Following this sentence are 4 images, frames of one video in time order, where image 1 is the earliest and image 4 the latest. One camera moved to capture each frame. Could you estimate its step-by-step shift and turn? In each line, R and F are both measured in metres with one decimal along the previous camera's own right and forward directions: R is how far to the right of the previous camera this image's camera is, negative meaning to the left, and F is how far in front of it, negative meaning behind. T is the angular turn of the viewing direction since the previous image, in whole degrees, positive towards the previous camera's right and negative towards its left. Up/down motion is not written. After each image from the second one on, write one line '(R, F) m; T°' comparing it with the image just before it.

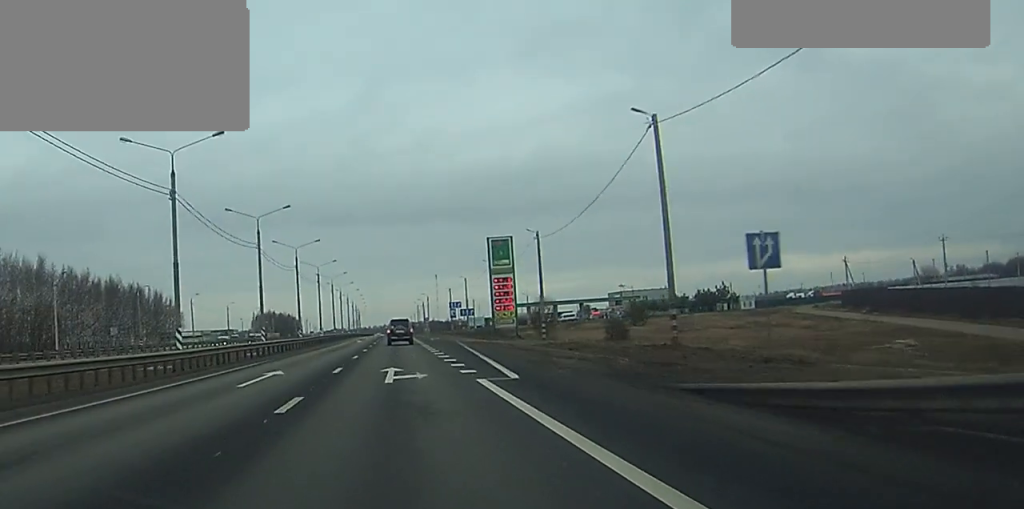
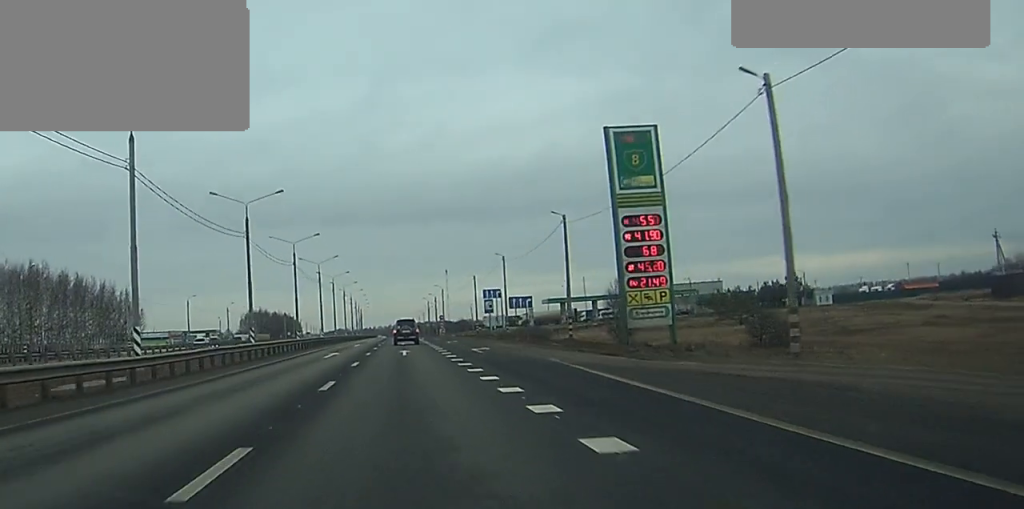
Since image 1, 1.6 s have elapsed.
(-0.1, +42.9) m; 0°
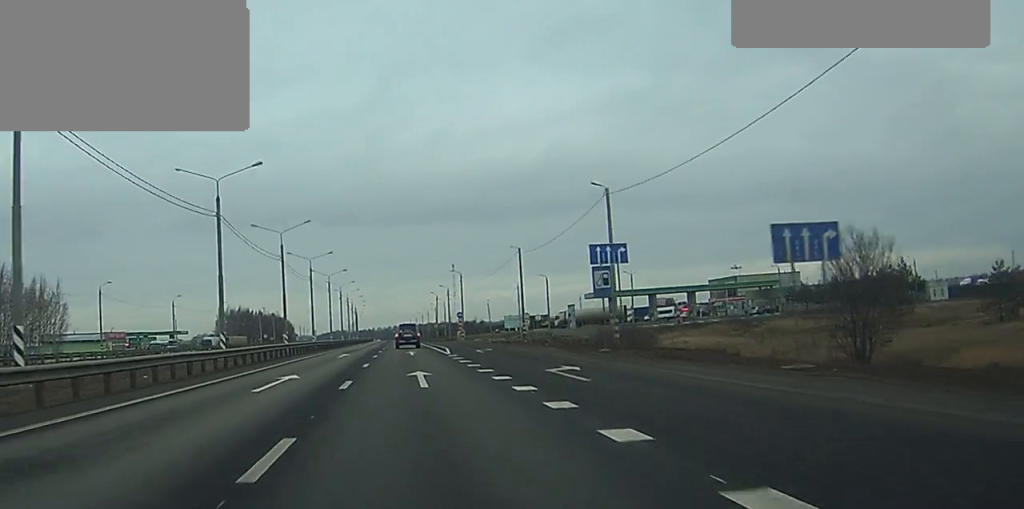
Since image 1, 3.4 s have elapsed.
(-0.1, +47.3) m; 0°
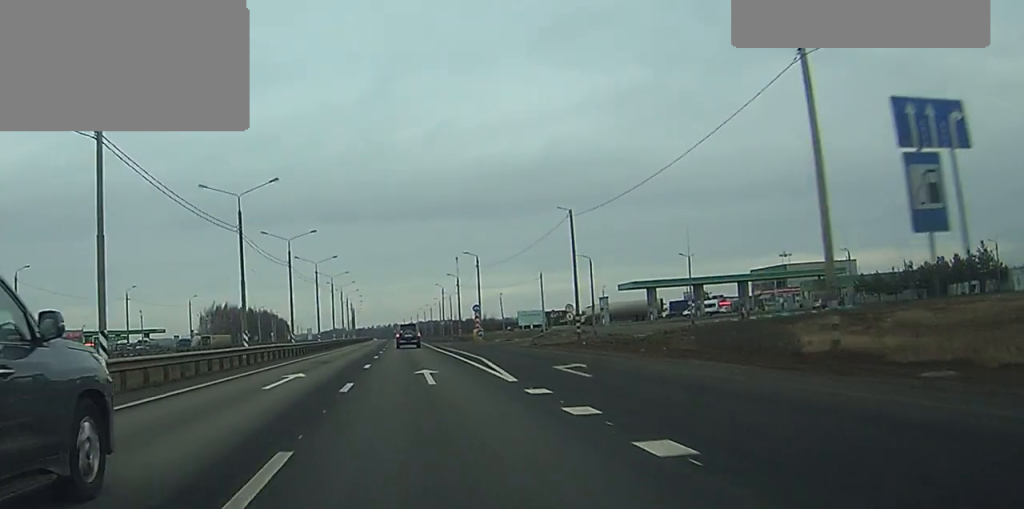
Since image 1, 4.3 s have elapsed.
(0.0, +25.0) m; 0°
